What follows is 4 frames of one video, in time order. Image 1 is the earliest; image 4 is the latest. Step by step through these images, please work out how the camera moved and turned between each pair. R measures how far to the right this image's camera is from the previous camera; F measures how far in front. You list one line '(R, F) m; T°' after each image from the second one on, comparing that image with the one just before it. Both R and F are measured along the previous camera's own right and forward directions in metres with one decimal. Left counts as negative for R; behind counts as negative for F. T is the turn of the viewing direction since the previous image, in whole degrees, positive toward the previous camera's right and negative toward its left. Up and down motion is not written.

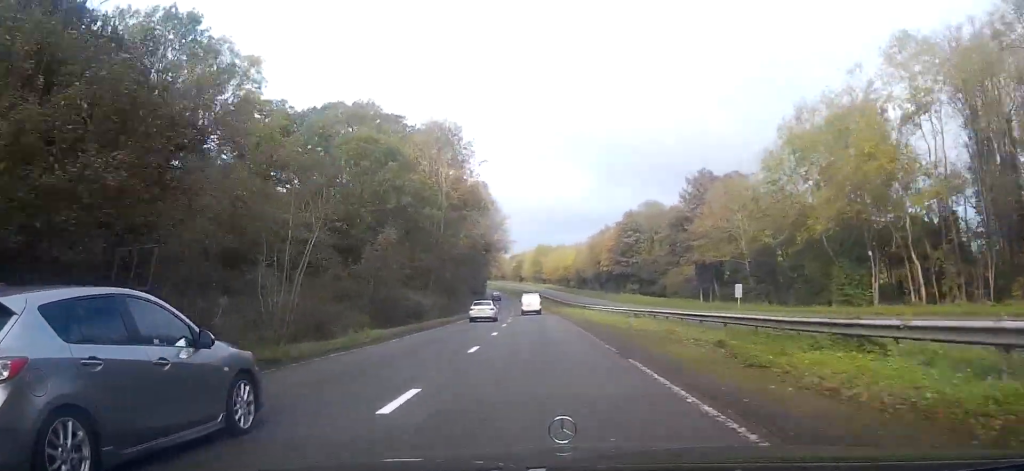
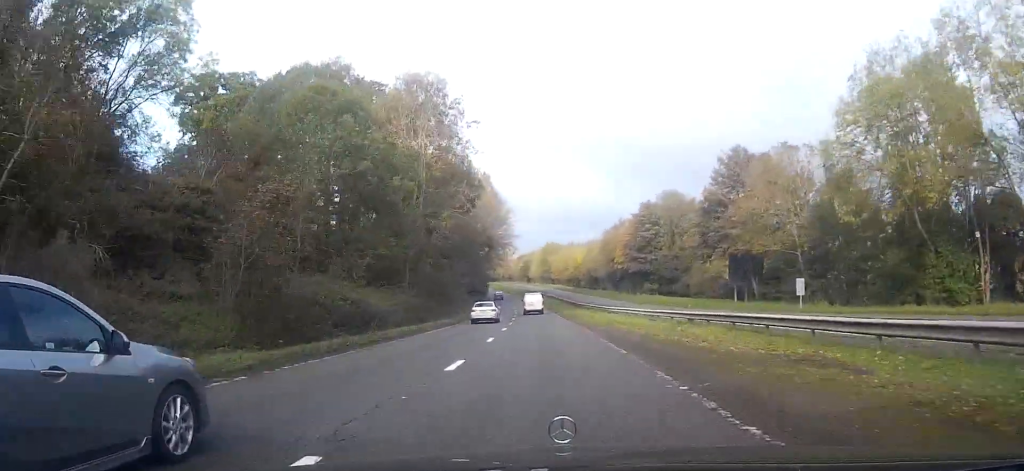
(0.0, +13.2) m; -1°
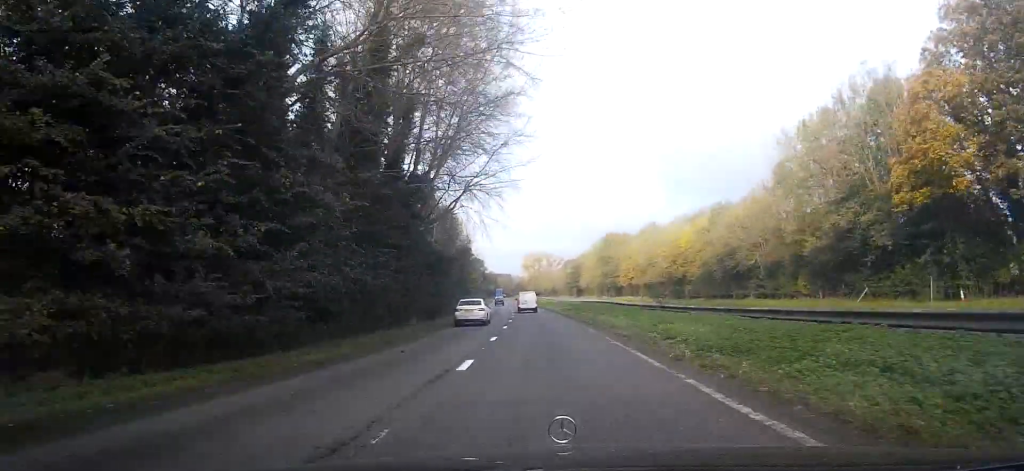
(-2.4, +99.6) m; -3°
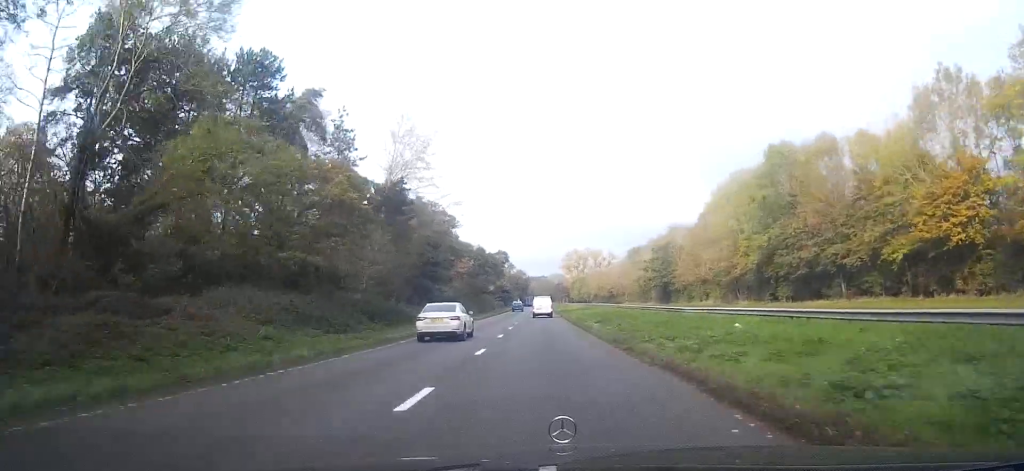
(-5.8, +103.6) m; -6°
